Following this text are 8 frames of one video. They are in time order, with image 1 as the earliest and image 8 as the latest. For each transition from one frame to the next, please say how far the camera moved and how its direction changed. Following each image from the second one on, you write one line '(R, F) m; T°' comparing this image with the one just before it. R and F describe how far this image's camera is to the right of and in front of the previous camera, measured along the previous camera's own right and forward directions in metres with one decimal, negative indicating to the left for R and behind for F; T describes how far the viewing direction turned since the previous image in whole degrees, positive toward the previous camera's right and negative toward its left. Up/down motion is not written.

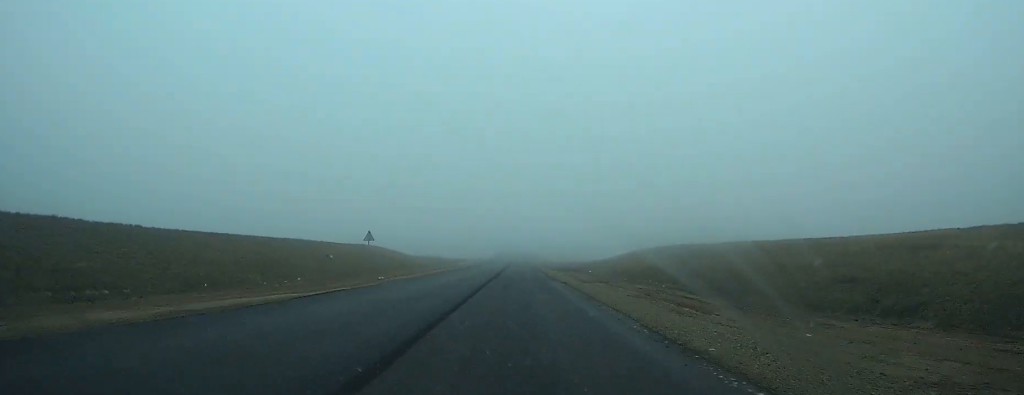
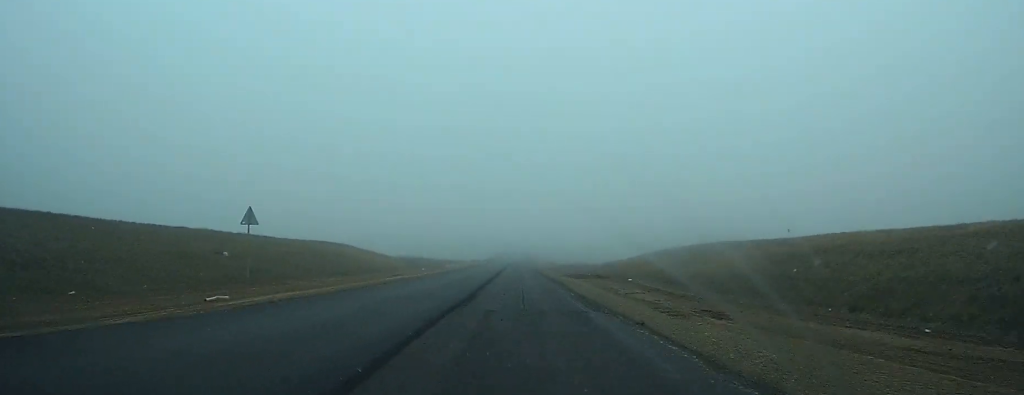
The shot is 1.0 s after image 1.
(0.0, +20.8) m; 0°
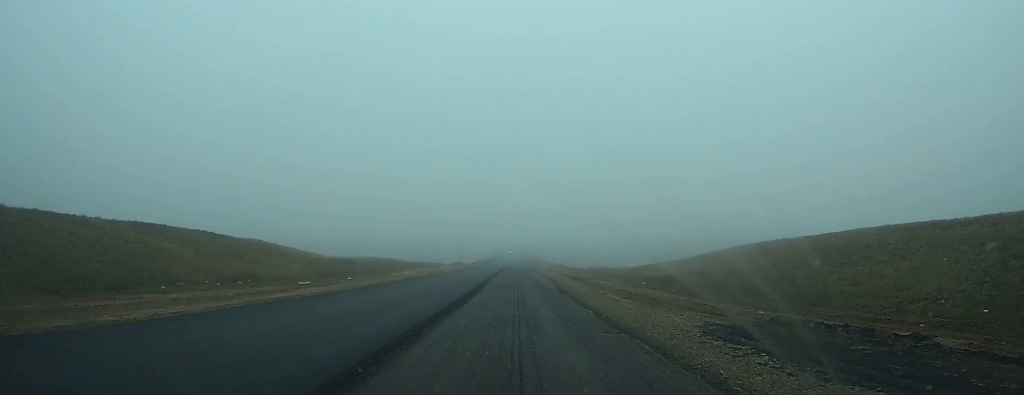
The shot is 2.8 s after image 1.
(0.0, +39.0) m; 0°
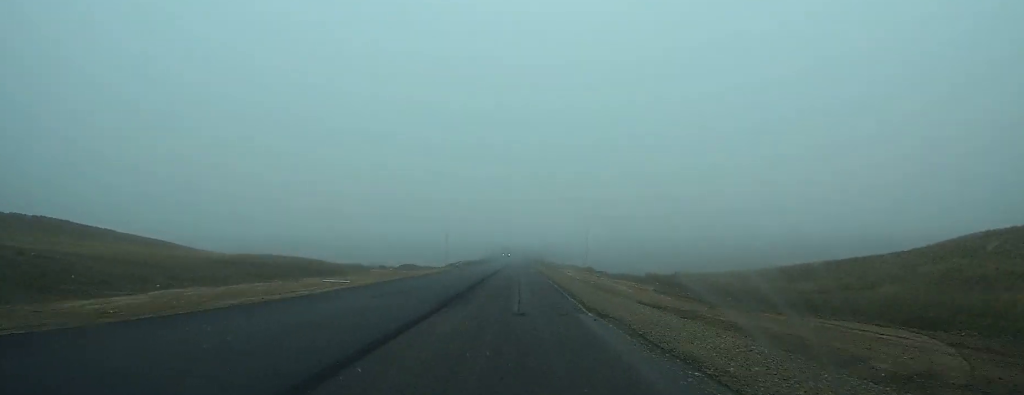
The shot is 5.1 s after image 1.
(-0.2, +51.3) m; 0°
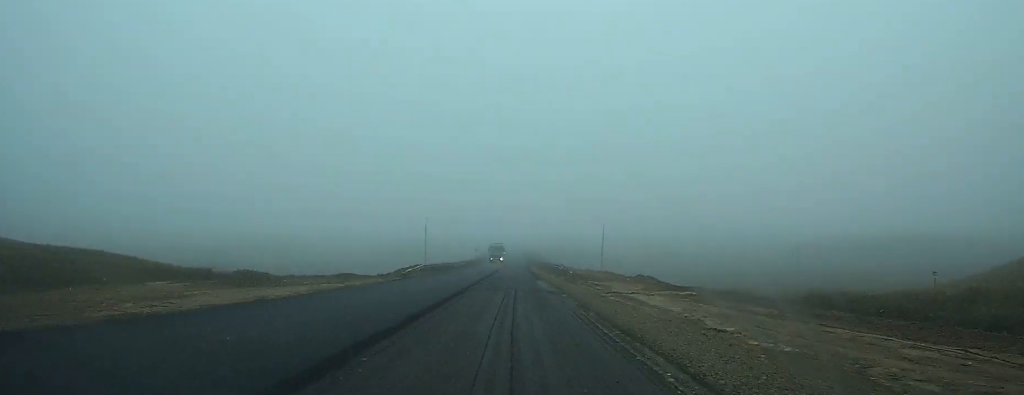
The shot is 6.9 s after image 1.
(-0.1, +35.2) m; 0°
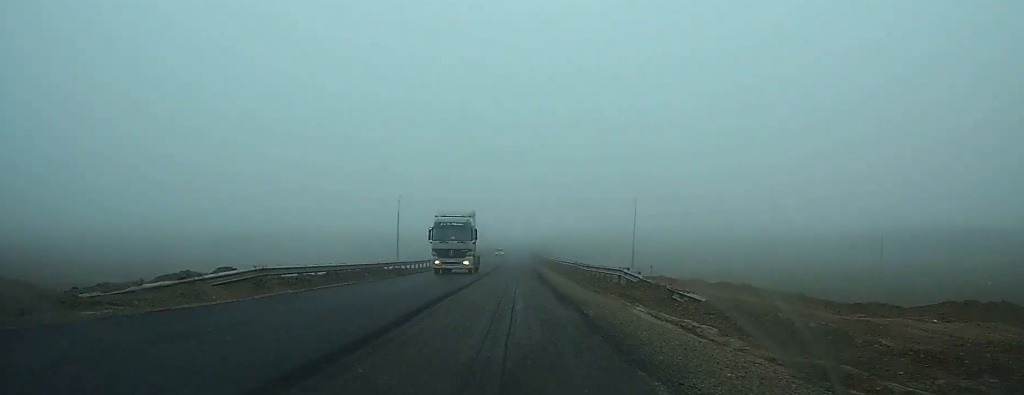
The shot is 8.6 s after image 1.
(-0.1, +32.1) m; 0°
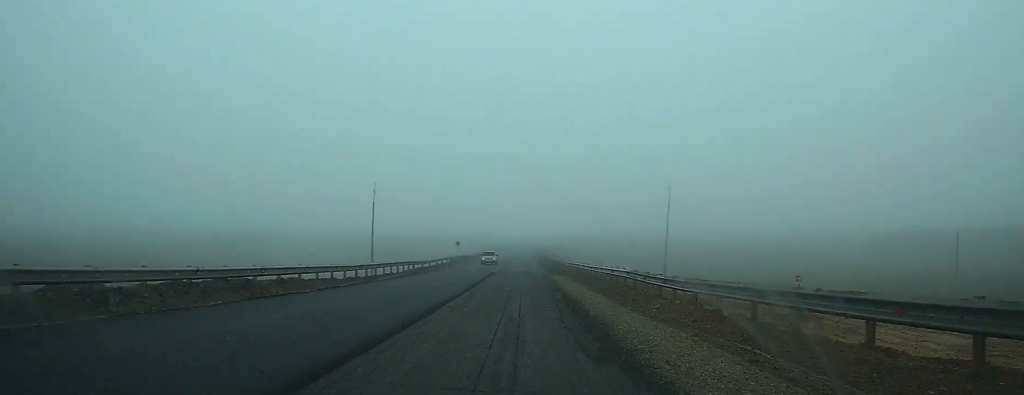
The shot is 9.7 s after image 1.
(+0.1, +18.2) m; 0°
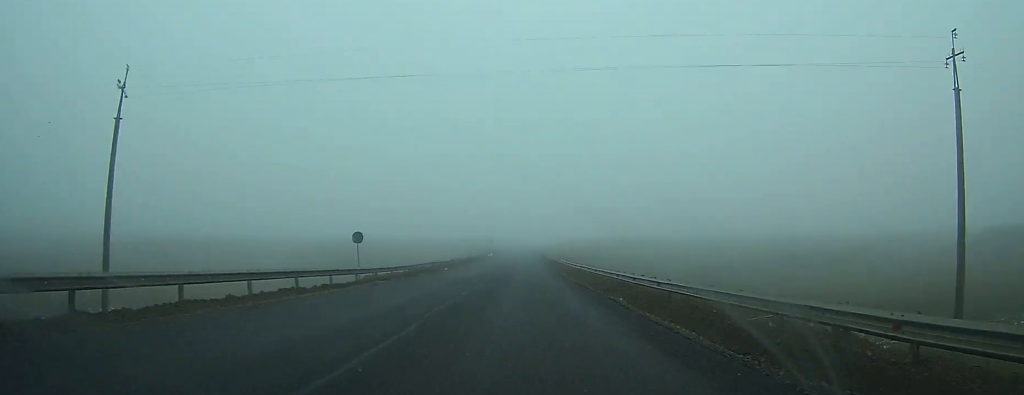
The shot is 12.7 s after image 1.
(+0.3, +54.9) m; +1°
